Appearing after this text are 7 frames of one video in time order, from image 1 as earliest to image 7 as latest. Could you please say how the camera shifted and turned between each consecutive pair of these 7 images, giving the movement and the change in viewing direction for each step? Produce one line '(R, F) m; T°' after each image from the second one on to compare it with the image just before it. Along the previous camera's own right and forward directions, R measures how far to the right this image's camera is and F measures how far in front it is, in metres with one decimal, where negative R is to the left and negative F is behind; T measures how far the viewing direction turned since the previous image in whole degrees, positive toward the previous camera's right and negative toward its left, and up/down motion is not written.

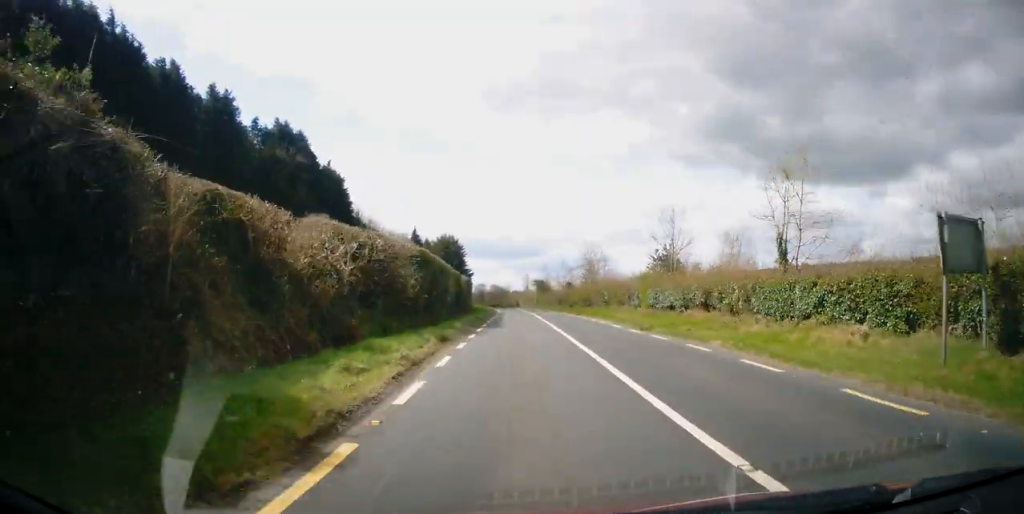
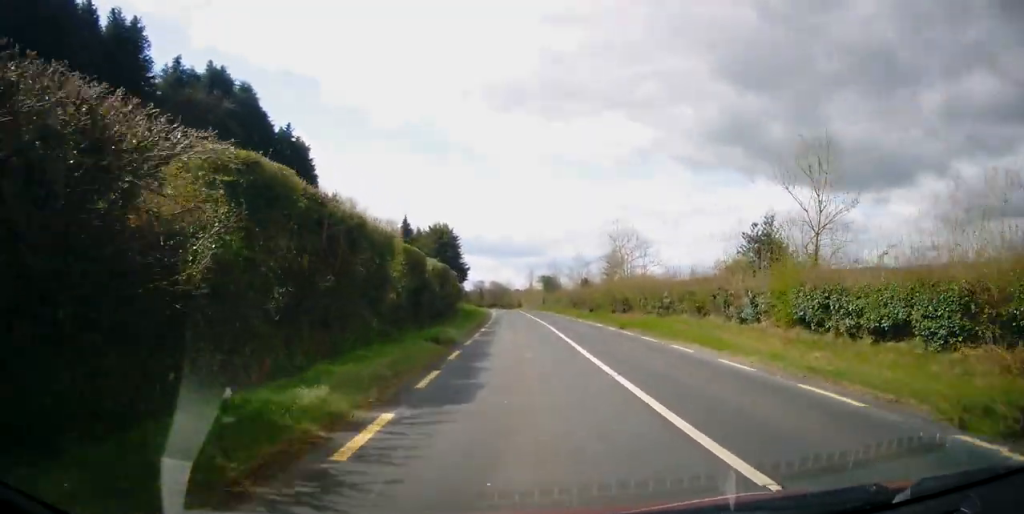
(+0.4, +18.6) m; +1°
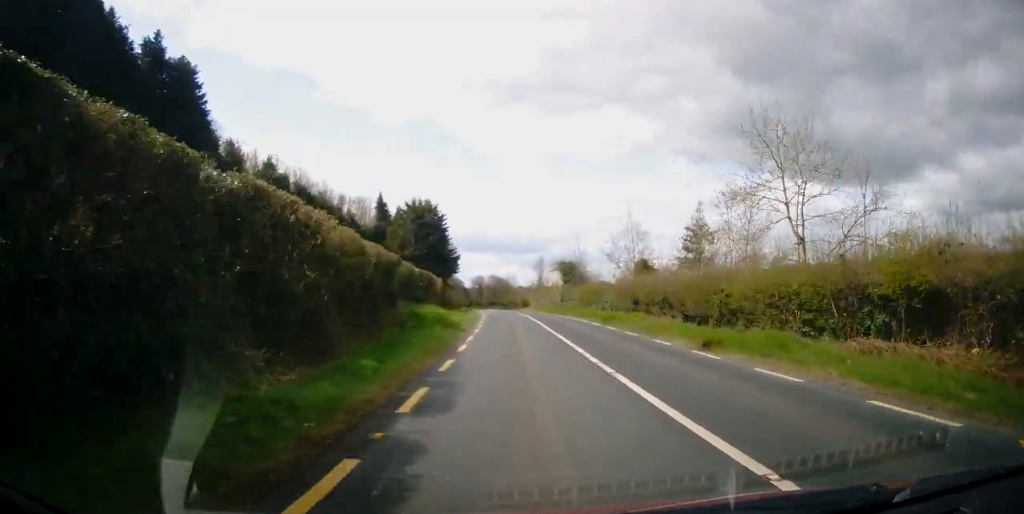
(0.0, +30.3) m; -1°
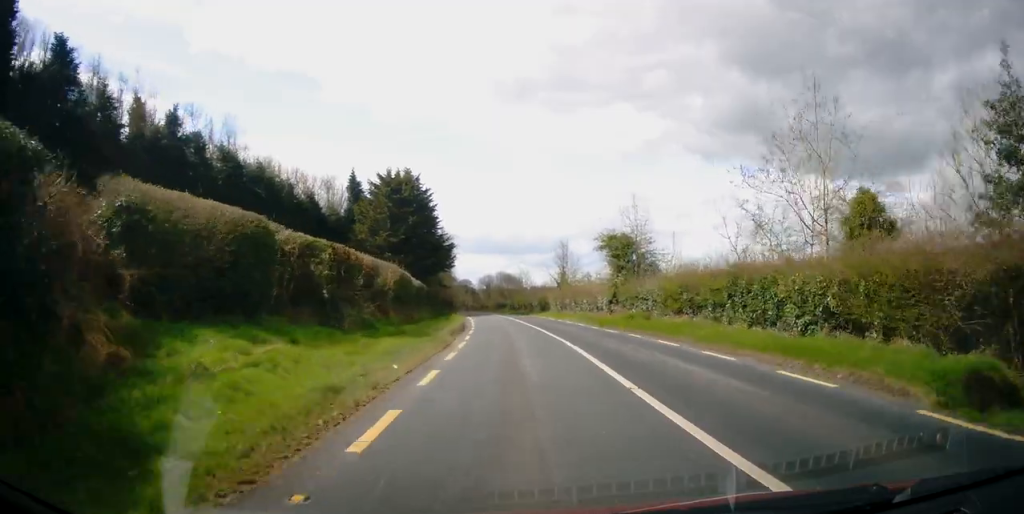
(-0.5, +26.0) m; -1°
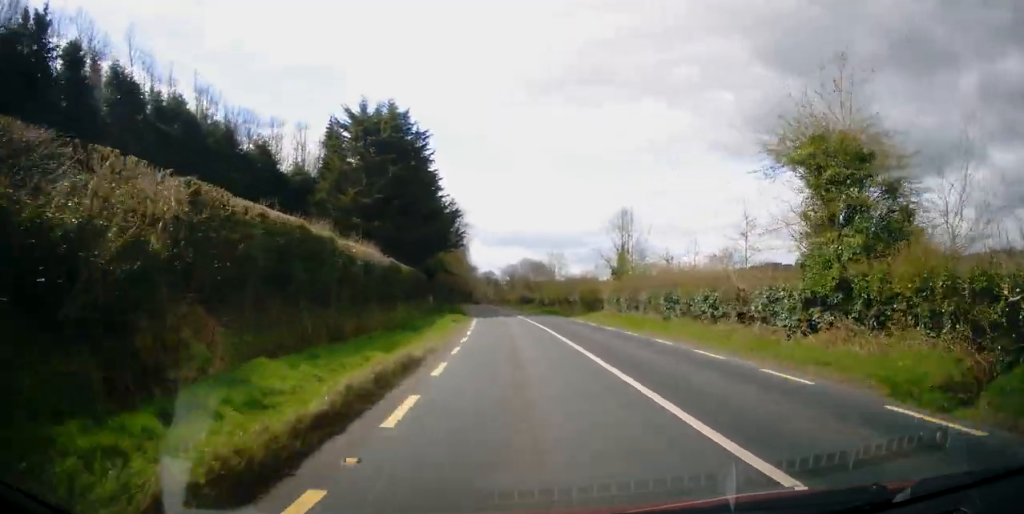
(+0.4, +23.3) m; -1°
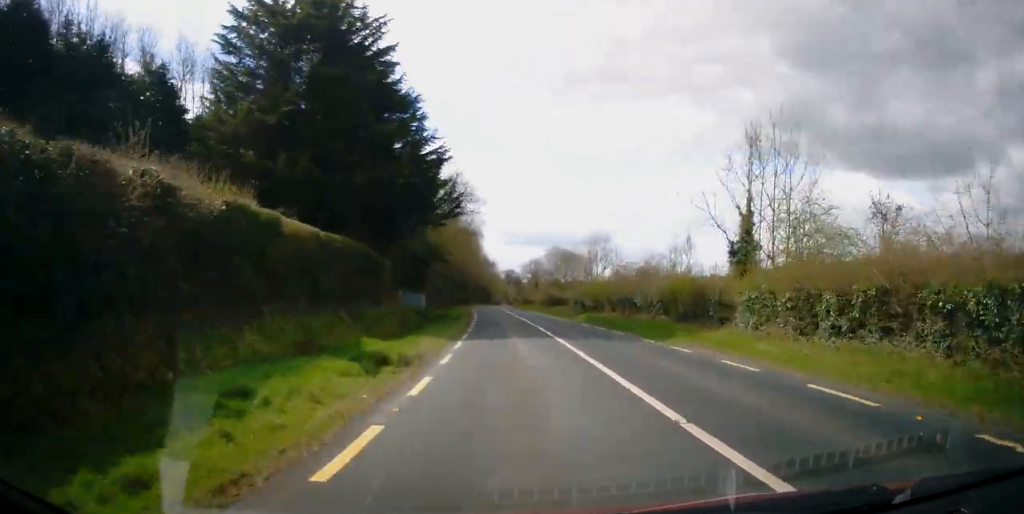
(-0.9, +21.9) m; -4°
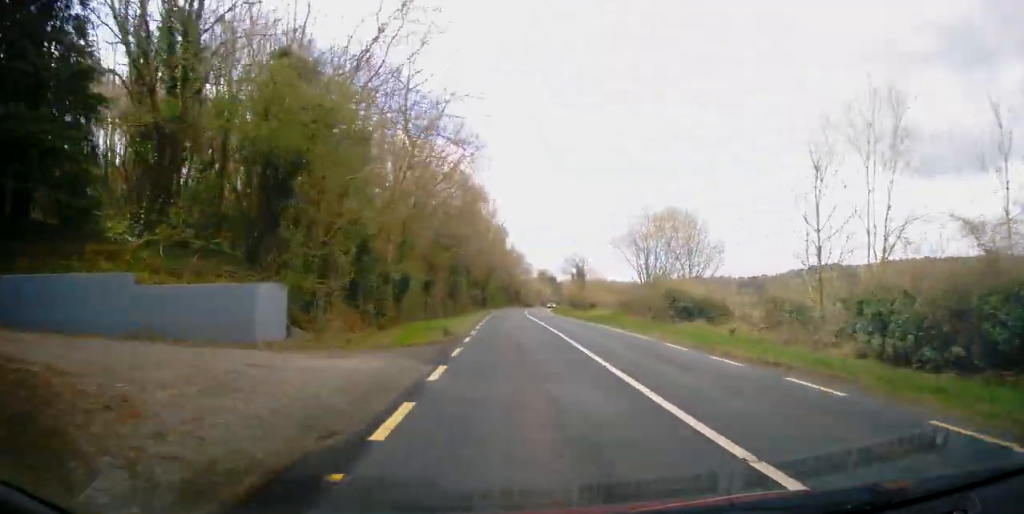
(-1.3, +38.9) m; -2°
